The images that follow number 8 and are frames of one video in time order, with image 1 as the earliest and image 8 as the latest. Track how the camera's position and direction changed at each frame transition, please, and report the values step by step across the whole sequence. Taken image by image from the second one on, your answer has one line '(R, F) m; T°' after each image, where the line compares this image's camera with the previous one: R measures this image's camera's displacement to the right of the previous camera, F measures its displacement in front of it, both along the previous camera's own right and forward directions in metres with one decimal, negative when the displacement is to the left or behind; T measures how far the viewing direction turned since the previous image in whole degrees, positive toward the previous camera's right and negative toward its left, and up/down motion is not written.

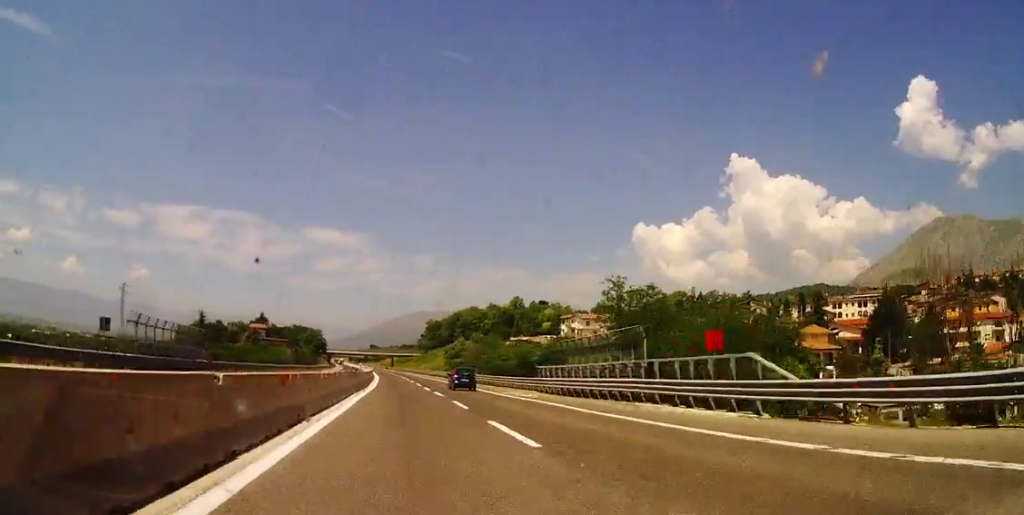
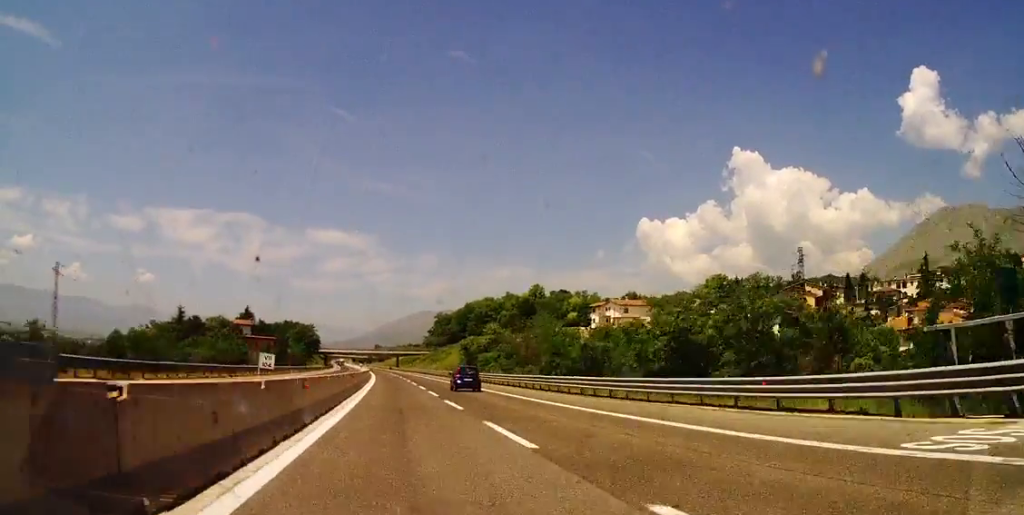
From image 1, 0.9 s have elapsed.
(-3.3, +34.2) m; -4°
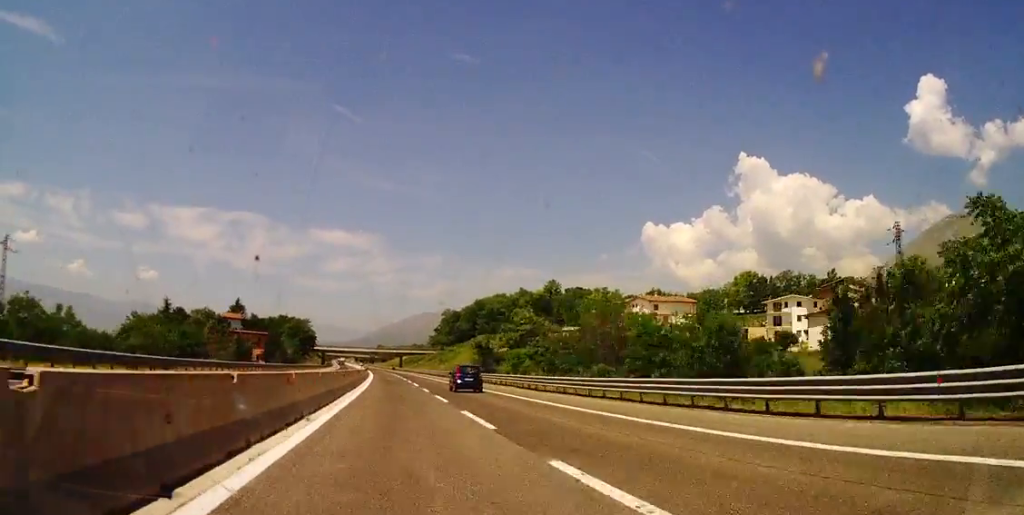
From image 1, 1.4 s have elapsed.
(-0.7, +19.9) m; -1°
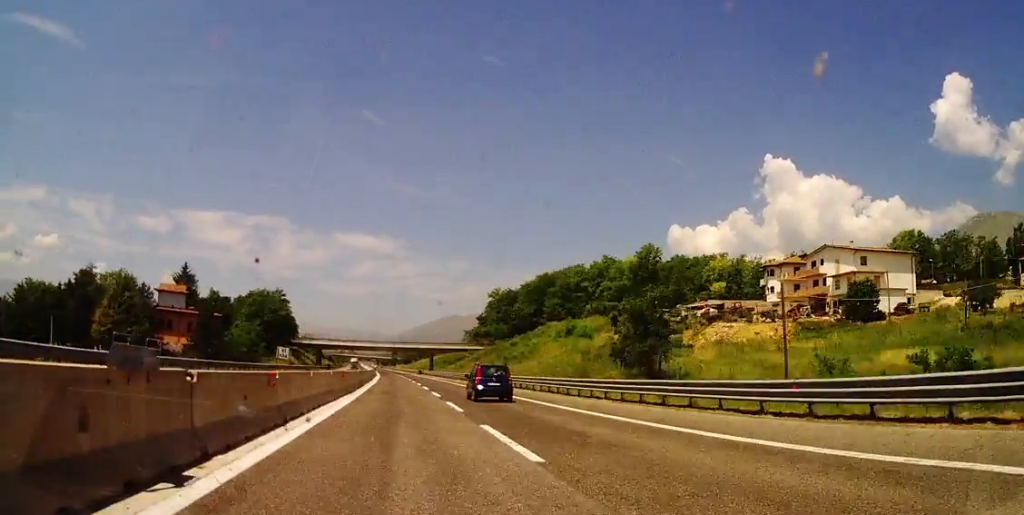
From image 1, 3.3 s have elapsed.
(+3.2, +75.5) m; +2°
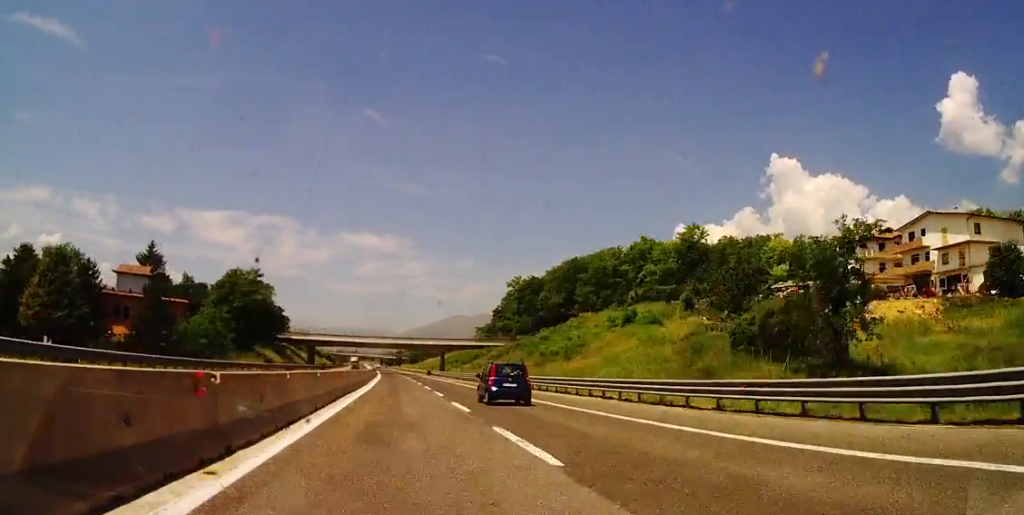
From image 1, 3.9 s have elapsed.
(-0.3, +23.9) m; 0°
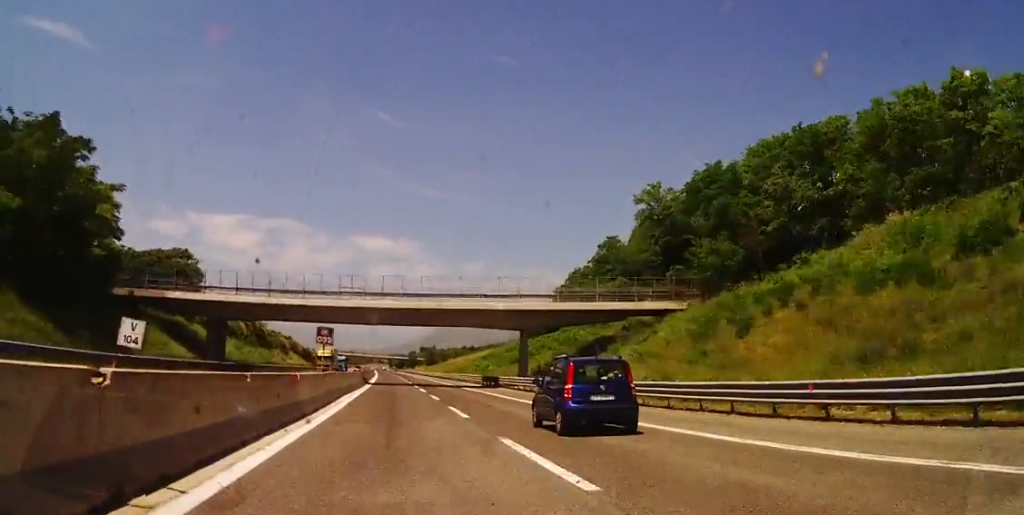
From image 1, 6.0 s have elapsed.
(-0.4, +84.0) m; -1°
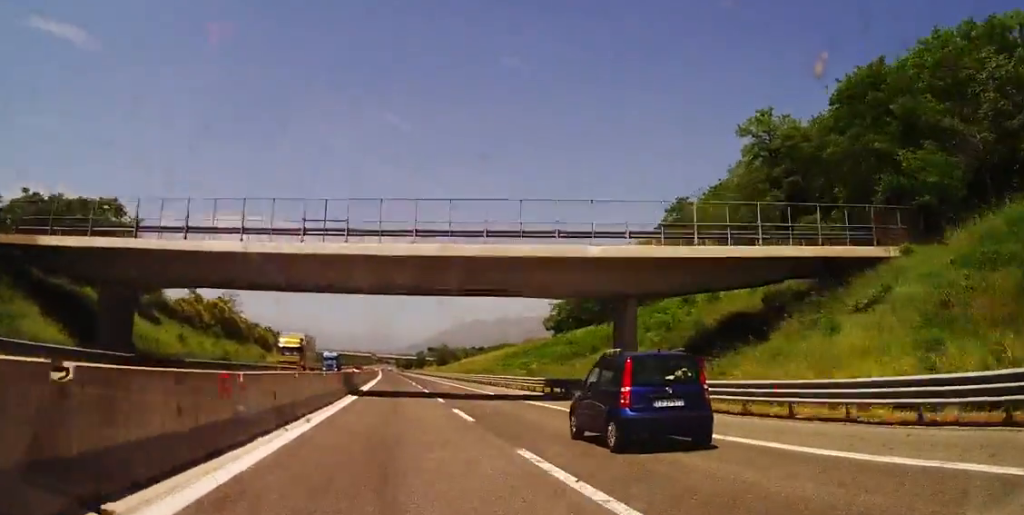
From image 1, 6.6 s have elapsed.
(-0.2, +25.5) m; -1°
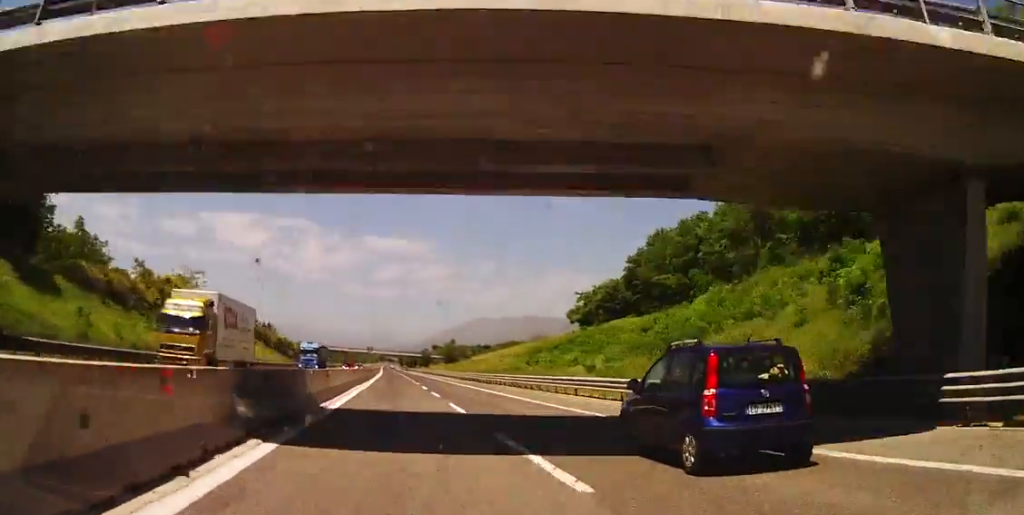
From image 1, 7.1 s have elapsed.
(-0.2, +21.5) m; 0°
